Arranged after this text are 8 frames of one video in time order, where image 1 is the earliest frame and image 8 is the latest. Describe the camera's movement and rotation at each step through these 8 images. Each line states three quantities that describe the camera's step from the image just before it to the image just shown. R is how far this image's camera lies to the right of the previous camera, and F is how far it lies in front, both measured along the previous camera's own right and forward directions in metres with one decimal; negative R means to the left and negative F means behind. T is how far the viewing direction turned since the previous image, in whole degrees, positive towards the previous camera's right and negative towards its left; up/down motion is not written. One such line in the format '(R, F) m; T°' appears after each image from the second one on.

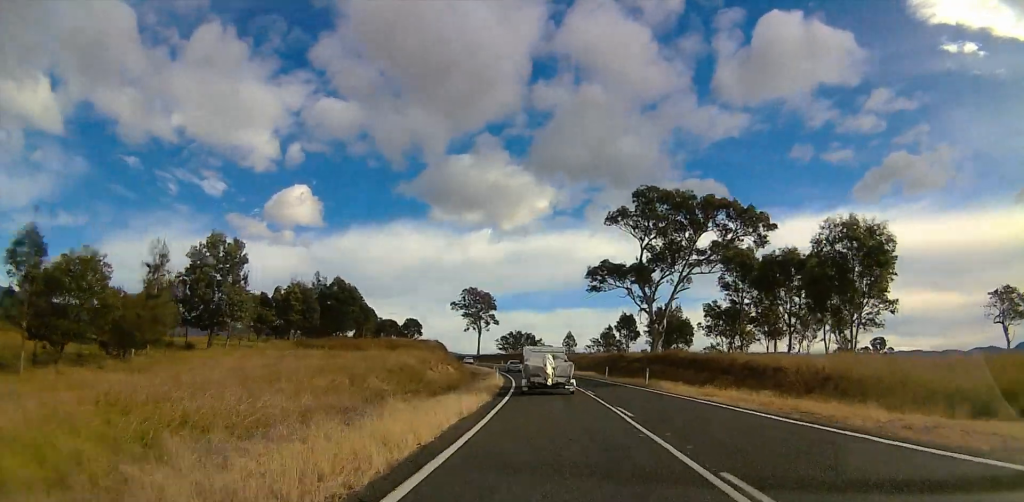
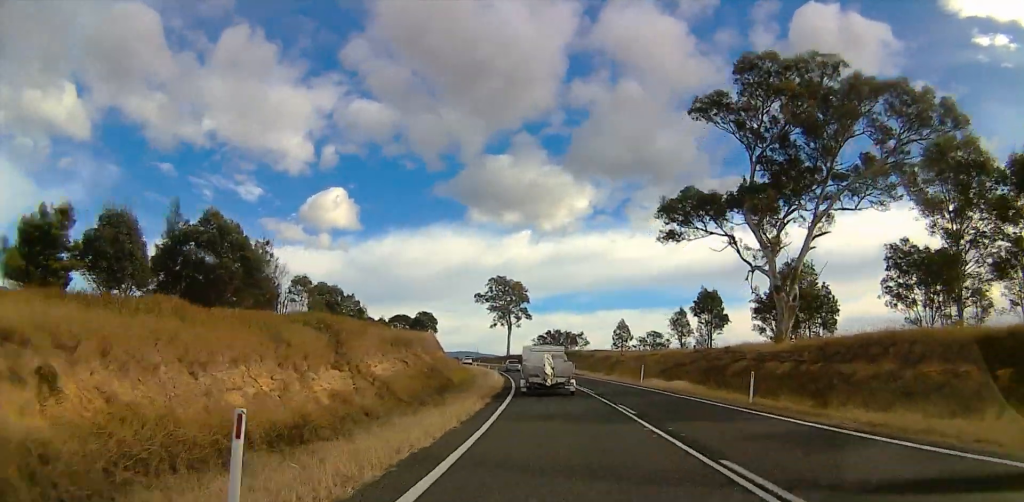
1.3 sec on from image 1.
(-1.8, +34.7) m; -6°
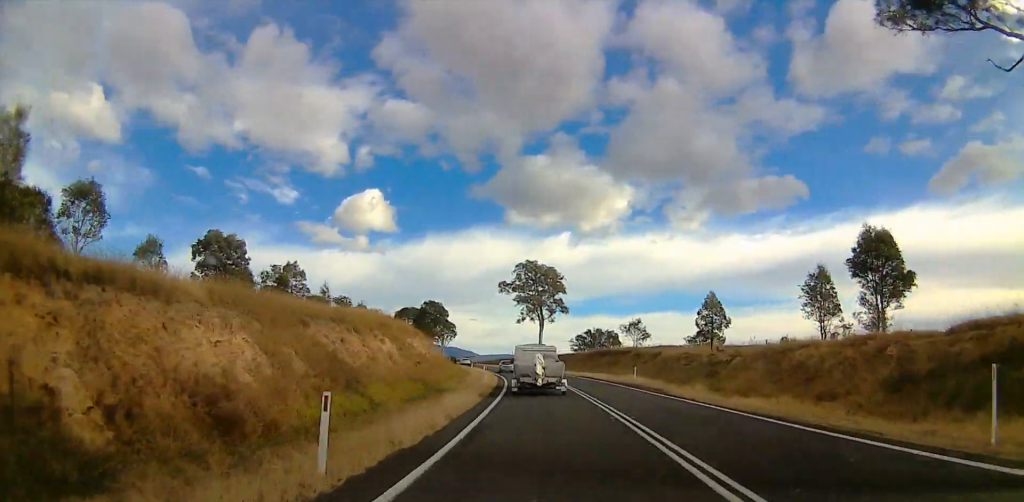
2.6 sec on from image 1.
(0.0, +34.0) m; -1°
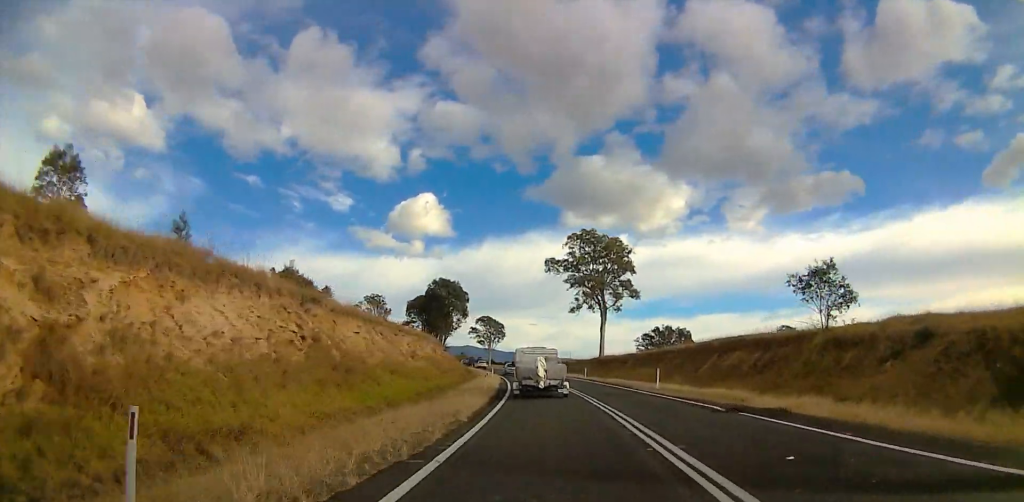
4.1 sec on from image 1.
(-3.1, +39.4) m; -8°
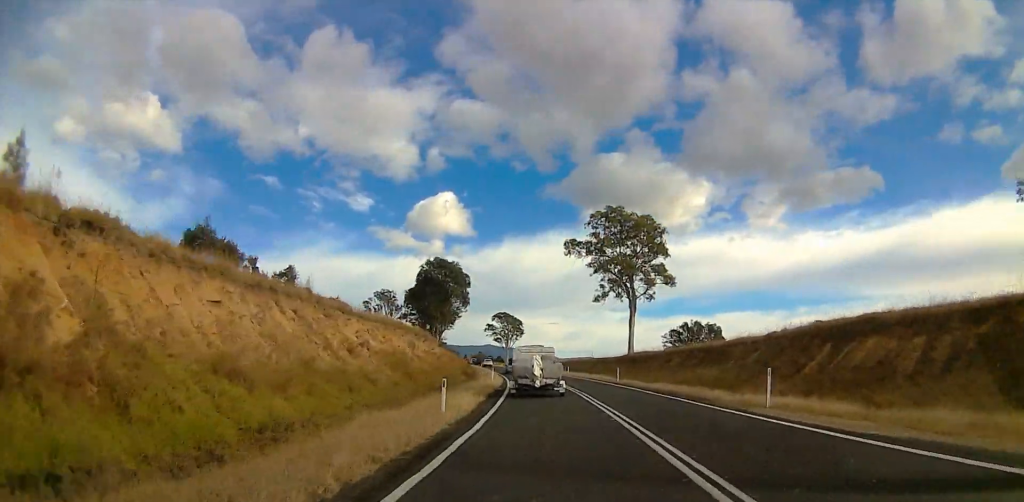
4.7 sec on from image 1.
(-0.5, +16.5) m; -2°
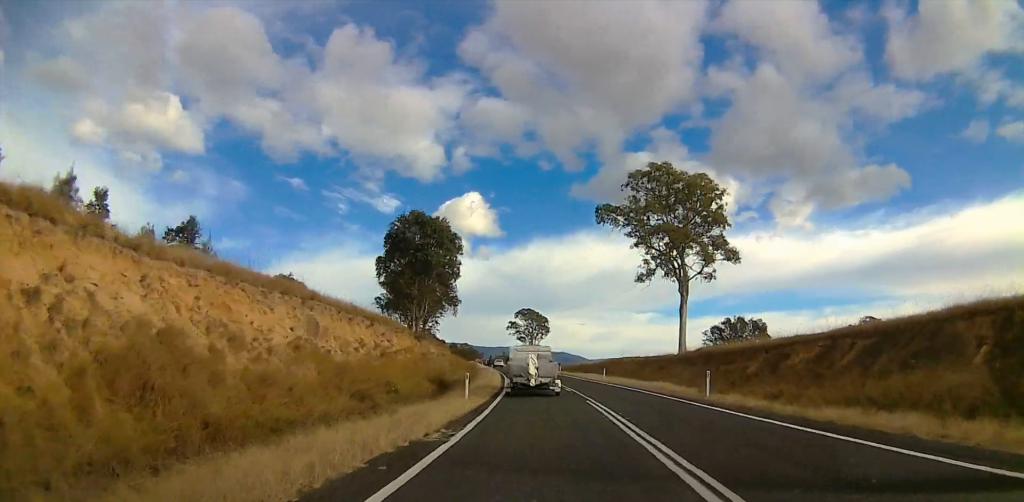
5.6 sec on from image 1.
(0.0, +22.3) m; 0°
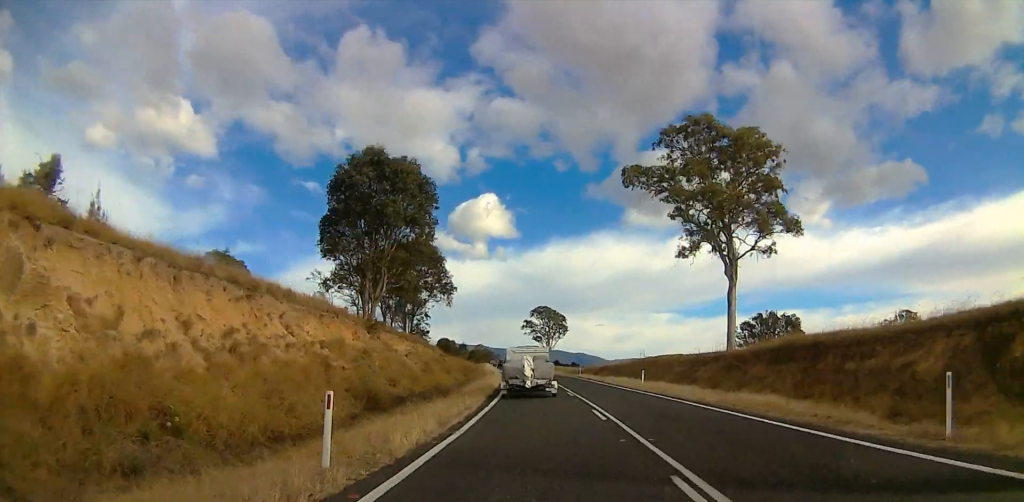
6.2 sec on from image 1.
(0.0, +15.4) m; -2°
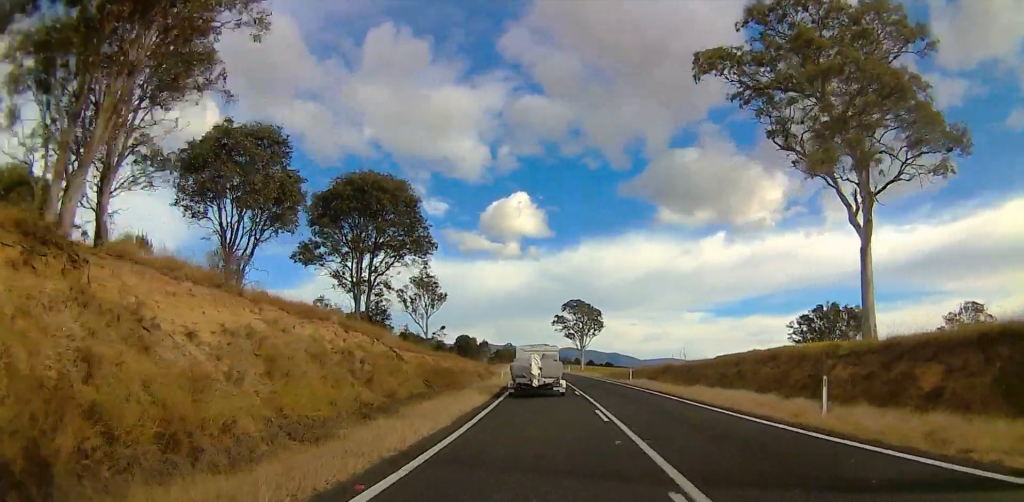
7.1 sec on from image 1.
(-0.7, +23.9) m; -3°
